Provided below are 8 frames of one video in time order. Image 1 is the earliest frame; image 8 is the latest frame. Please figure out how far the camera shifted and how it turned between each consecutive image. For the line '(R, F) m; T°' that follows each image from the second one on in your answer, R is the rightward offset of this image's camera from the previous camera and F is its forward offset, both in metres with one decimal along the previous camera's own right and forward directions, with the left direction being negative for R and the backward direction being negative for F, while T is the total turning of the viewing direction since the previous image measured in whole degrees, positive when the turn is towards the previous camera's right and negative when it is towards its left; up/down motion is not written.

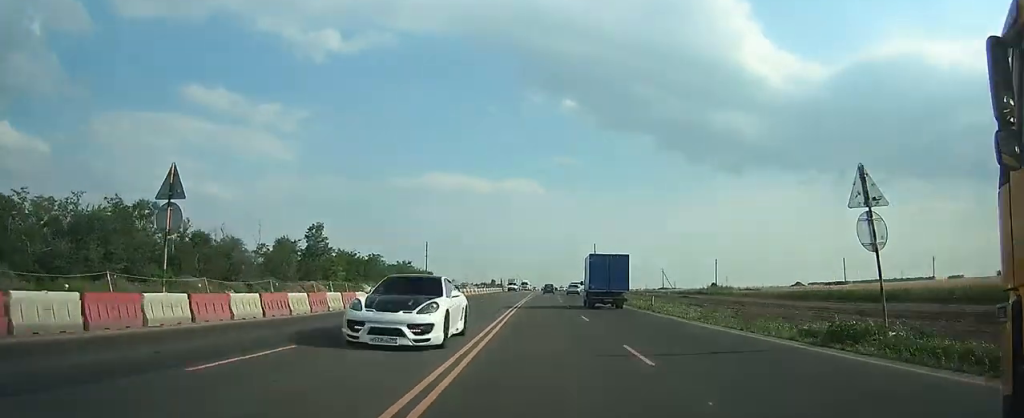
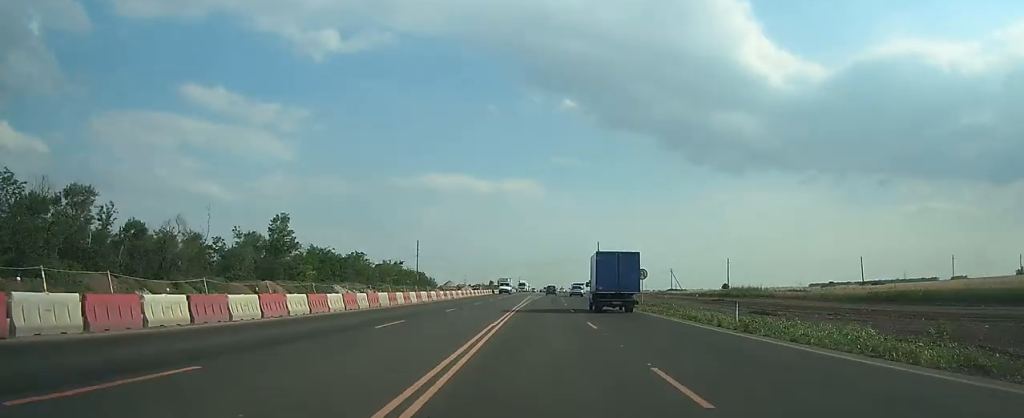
(+0.2, +15.2) m; +1°
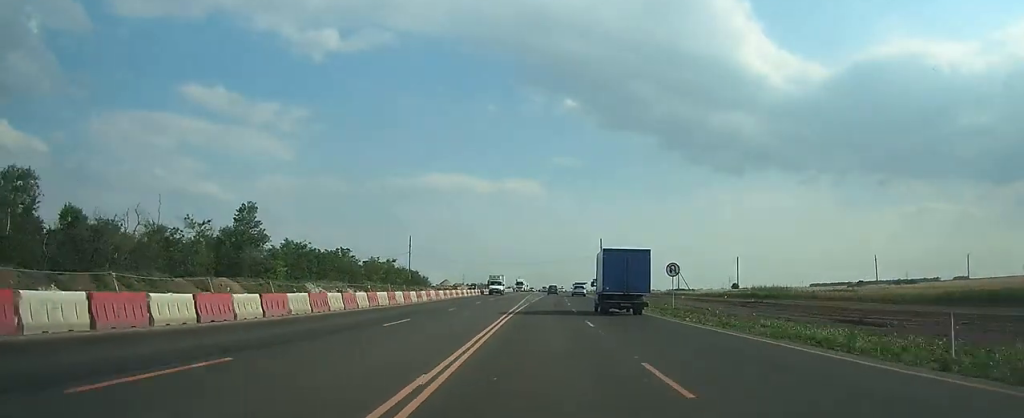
(0.0, +11.3) m; 0°
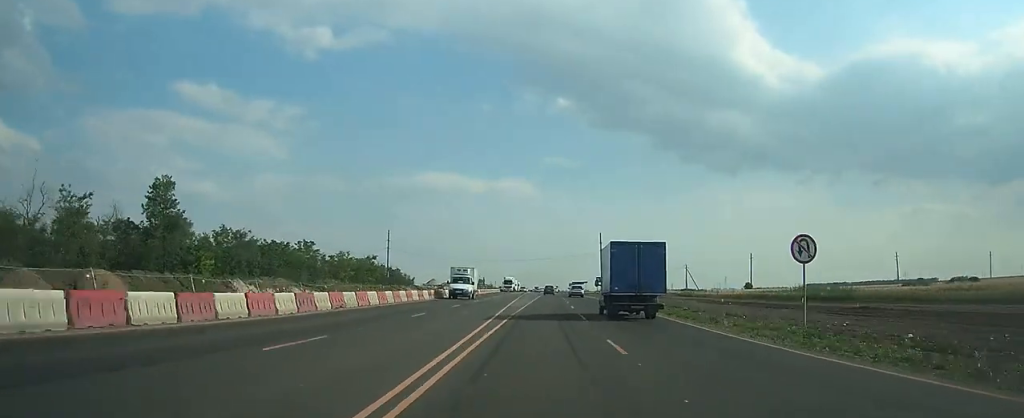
(0.0, +19.3) m; 0°
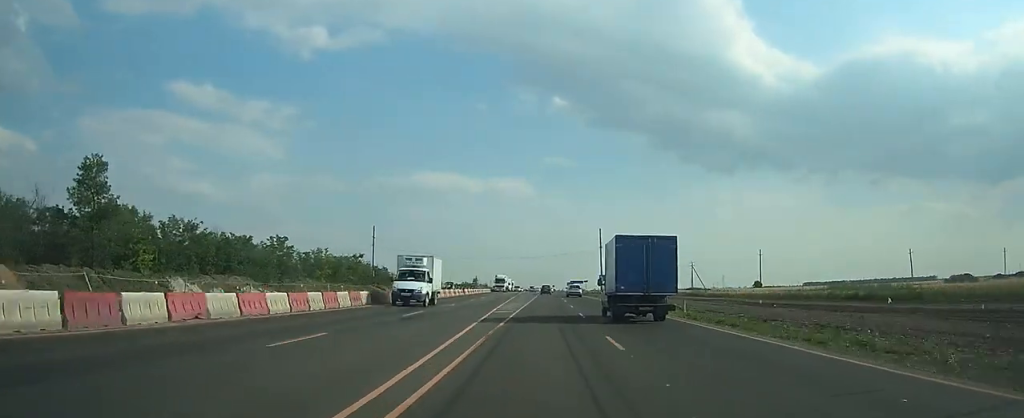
(0.0, +11.3) m; 0°
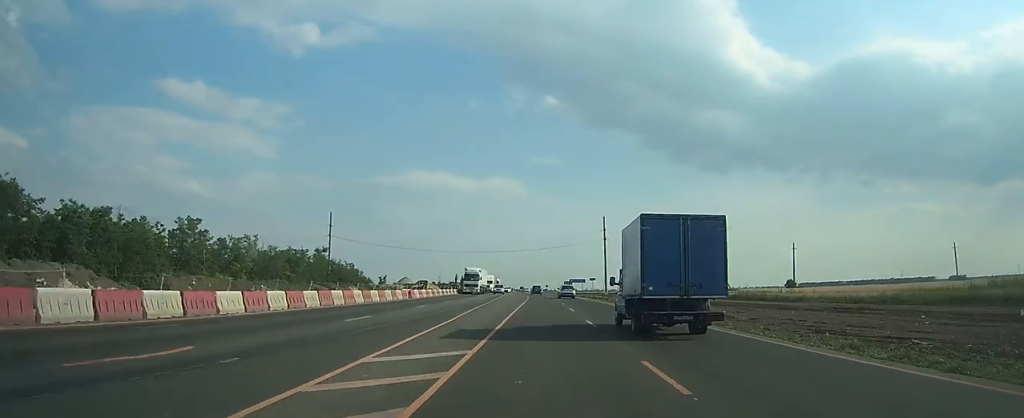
(+0.1, +28.4) m; 0°
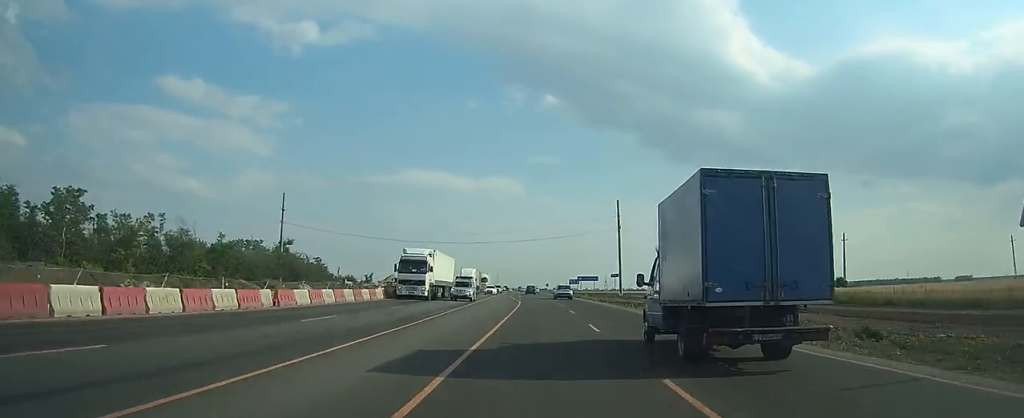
(0.0, +25.3) m; 0°
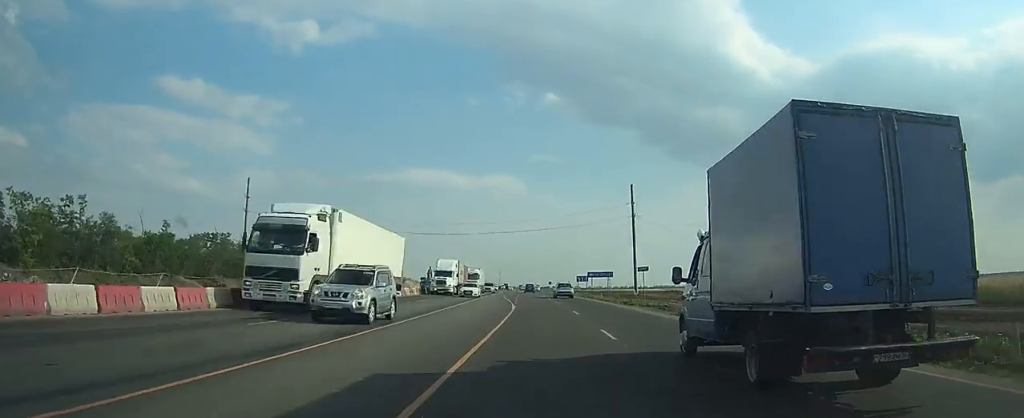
(0.0, +14.7) m; 0°
